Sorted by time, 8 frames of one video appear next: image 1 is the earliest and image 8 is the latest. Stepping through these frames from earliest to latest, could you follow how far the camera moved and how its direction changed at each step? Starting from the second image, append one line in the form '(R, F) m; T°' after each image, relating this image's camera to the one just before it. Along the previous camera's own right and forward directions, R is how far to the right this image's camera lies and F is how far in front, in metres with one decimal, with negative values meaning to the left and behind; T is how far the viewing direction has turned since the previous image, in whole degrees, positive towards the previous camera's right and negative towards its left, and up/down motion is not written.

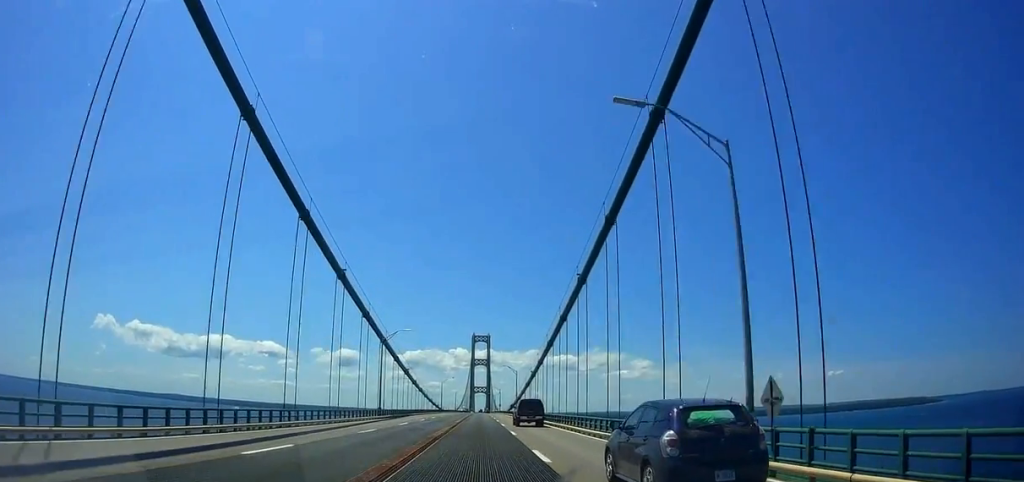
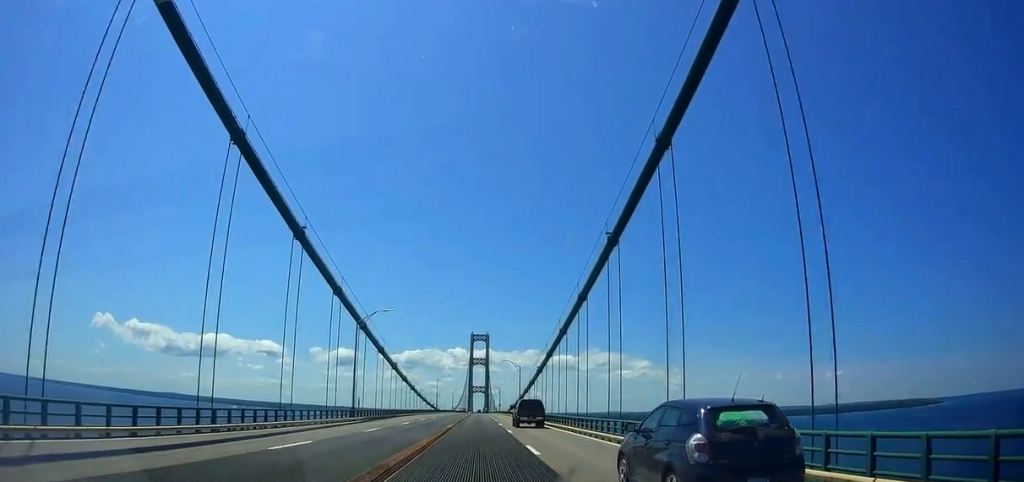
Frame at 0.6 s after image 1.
(0.0, +12.6) m; 0°
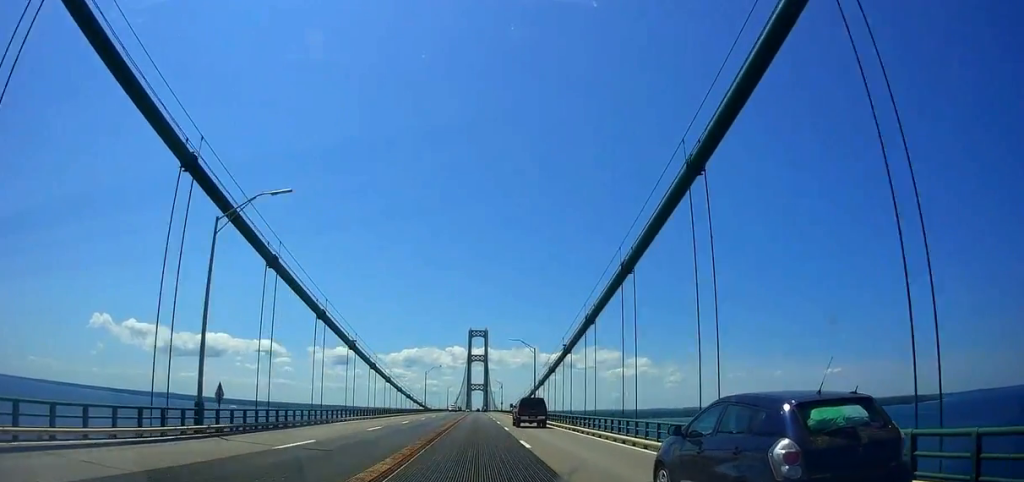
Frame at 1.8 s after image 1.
(0.0, +28.1) m; -1°
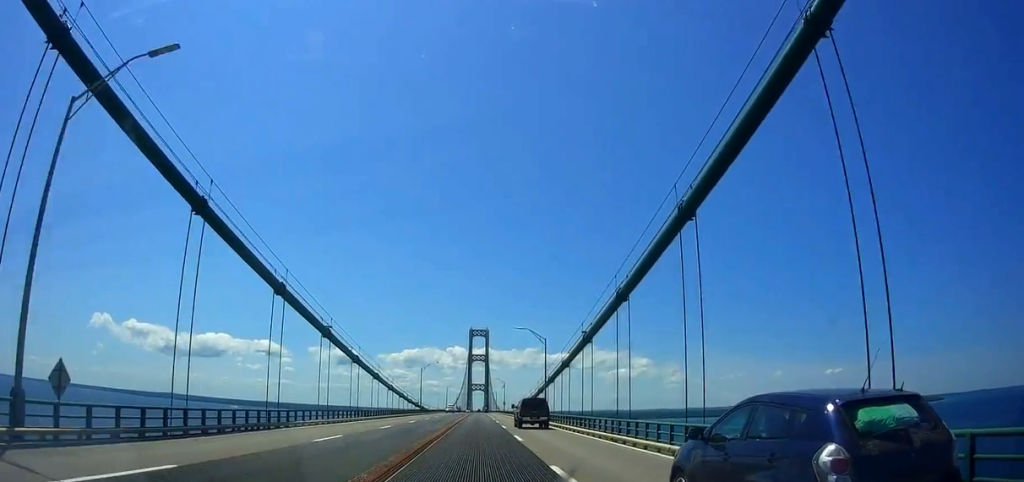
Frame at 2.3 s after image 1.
(-0.1, +10.3) m; 0°
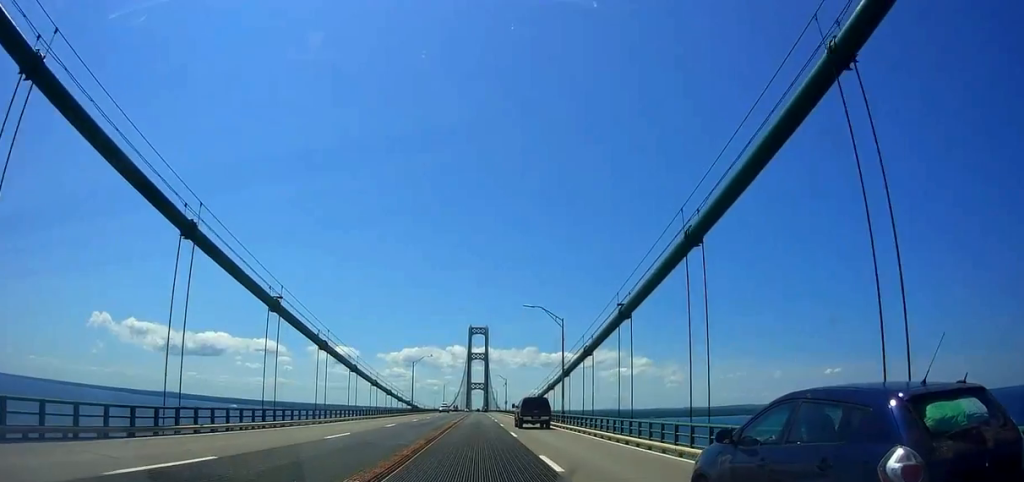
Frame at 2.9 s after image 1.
(-0.4, +12.5) m; 0°
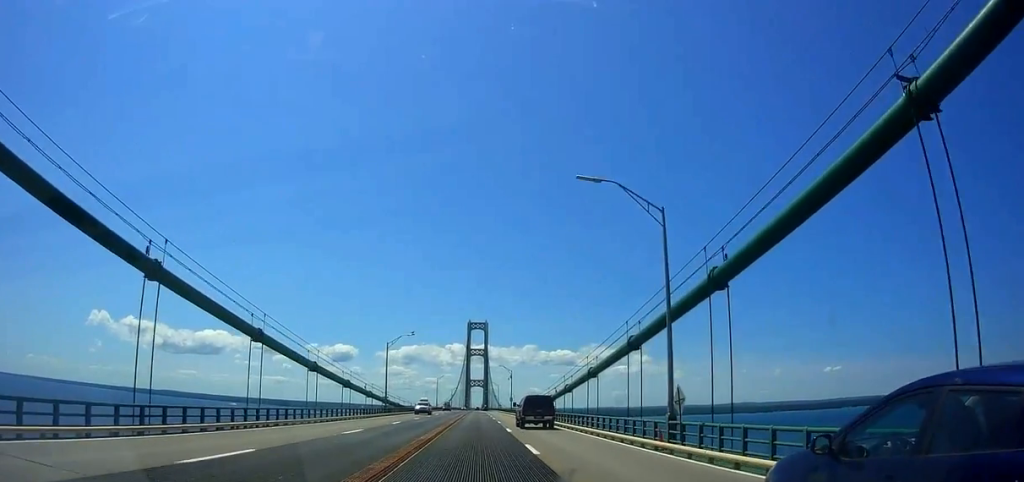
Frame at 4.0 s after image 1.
(+0.6, +25.6) m; +2°
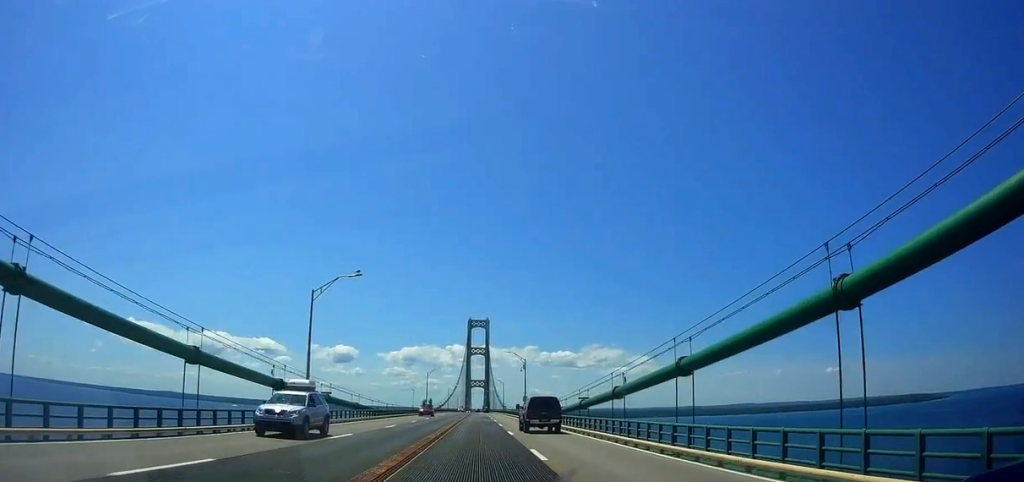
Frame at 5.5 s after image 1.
(-0.1, +31.7) m; 0°
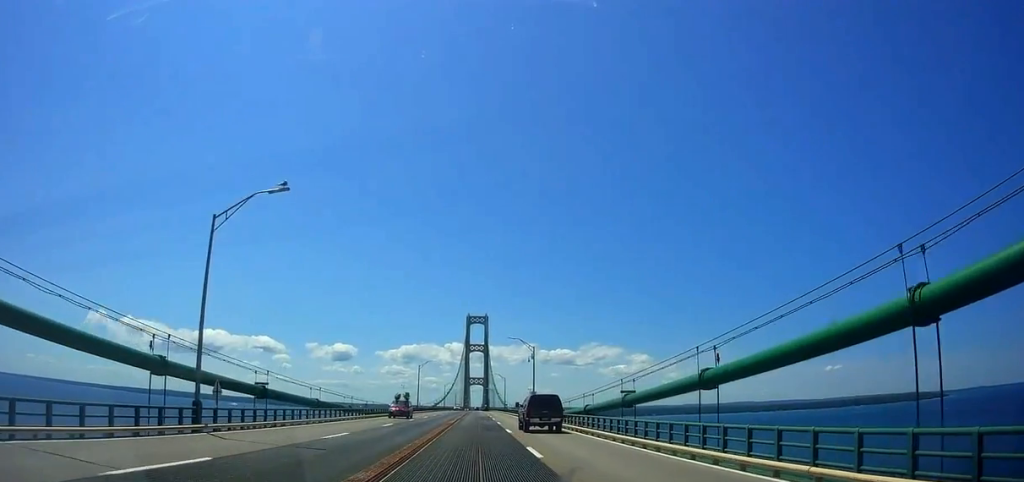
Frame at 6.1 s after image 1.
(0.0, +14.8) m; 0°
